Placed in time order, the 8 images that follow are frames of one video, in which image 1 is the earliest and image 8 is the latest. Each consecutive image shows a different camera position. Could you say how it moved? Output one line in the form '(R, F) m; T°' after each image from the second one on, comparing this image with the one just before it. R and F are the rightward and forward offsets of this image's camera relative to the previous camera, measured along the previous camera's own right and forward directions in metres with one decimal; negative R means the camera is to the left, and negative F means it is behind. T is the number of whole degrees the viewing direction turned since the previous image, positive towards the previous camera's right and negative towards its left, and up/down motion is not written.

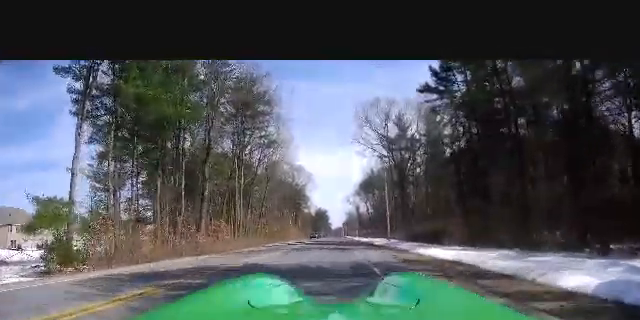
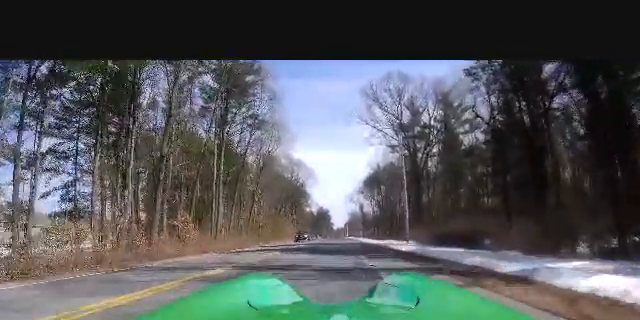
(0.0, +11.0) m; 0°
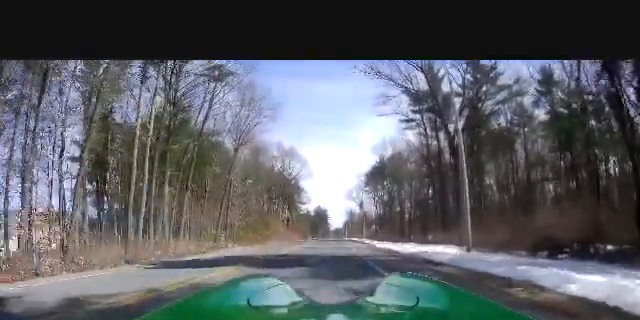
(-0.3, +17.2) m; -2°
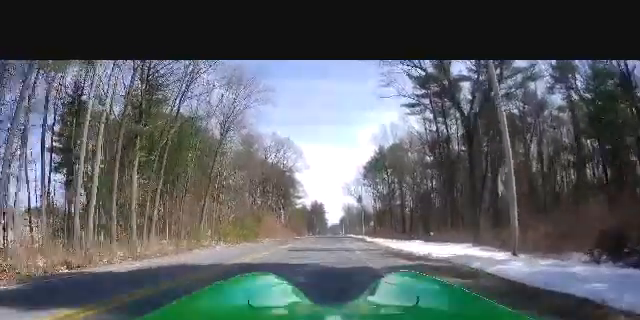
(0.0, +5.5) m; 0°
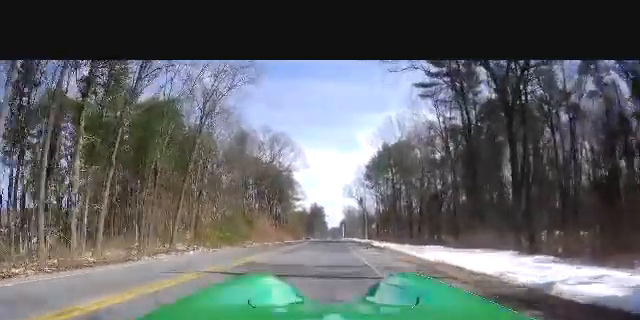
(0.0, +7.9) m; 0°
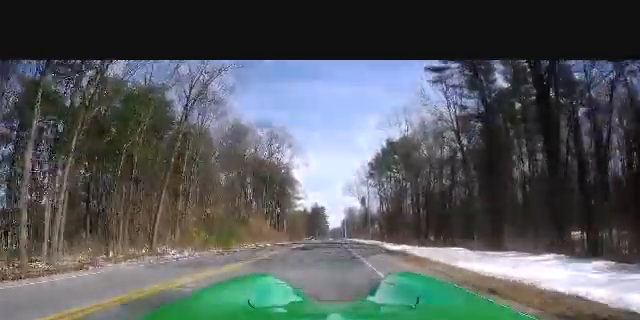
(0.0, +4.9) m; 0°
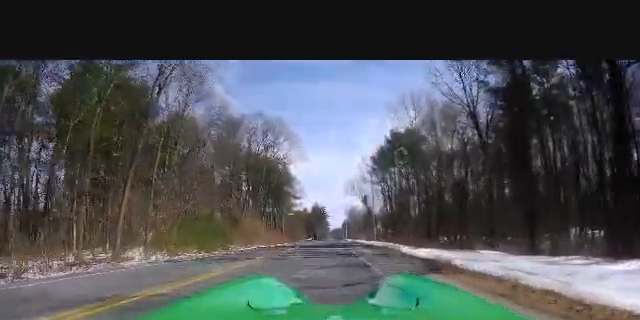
(0.0, +6.6) m; 0°
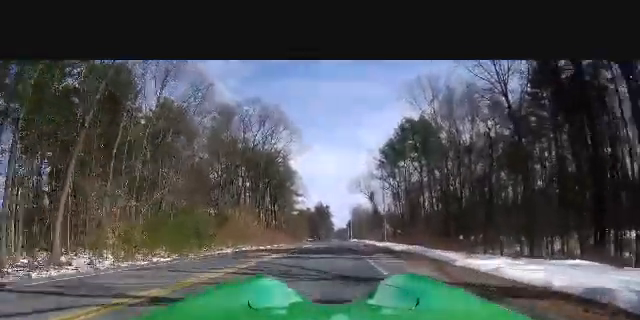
(0.0, +8.1) m; 0°
